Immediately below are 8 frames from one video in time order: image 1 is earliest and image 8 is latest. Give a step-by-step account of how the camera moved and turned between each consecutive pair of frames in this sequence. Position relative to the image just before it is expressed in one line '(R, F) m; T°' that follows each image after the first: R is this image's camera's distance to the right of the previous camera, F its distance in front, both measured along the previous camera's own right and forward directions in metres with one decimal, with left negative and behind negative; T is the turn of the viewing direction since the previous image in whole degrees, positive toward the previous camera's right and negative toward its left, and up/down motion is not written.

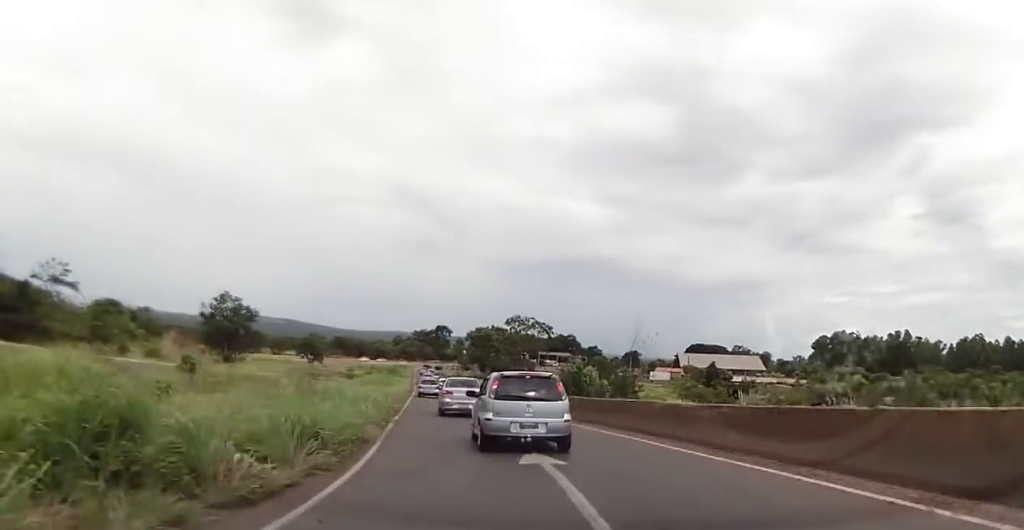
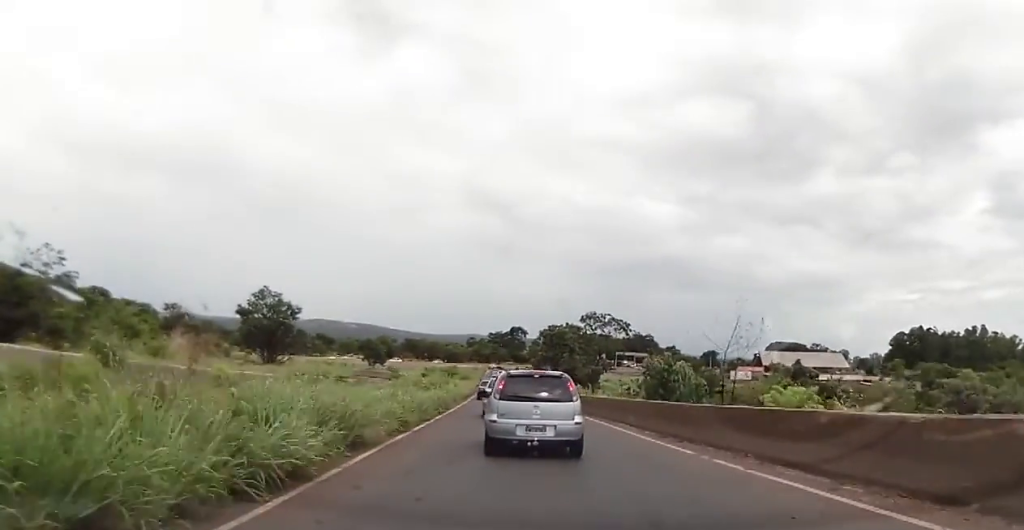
(-0.6, +7.7) m; -8°
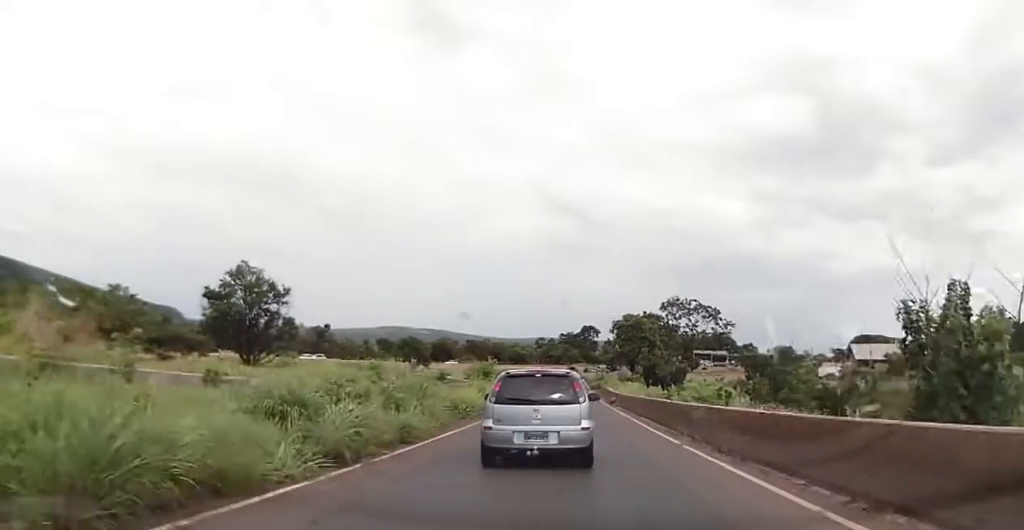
(-2.6, +17.6) m; -12°
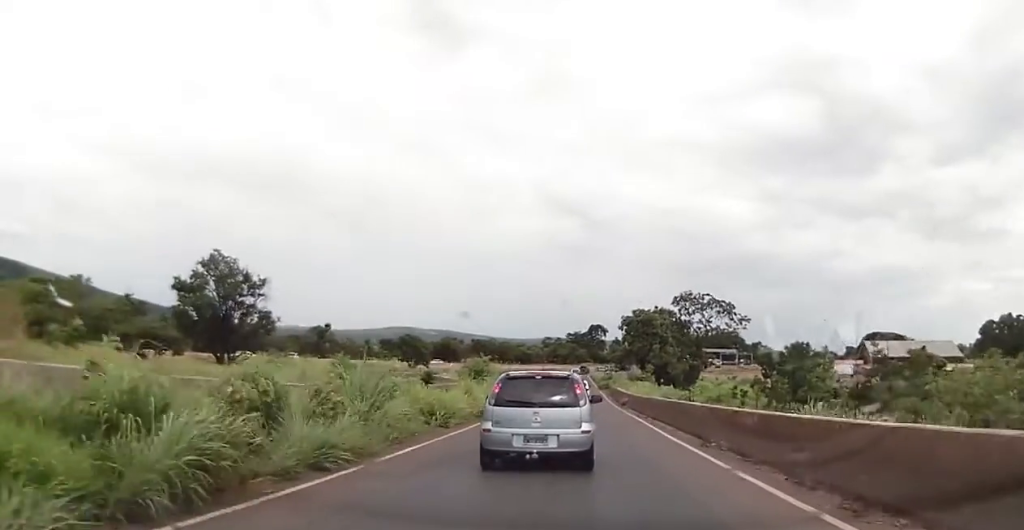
(0.0, +5.0) m; -1°
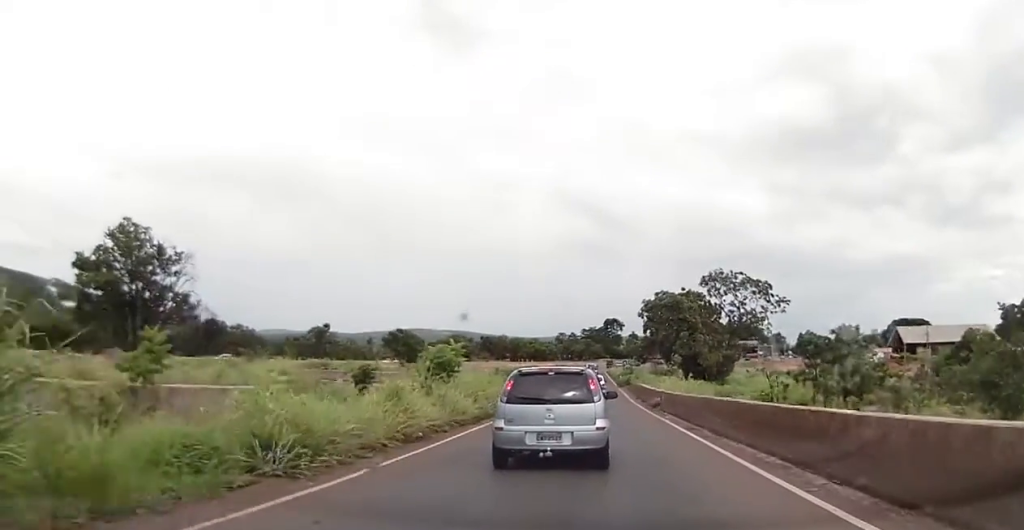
(-0.3, +11.5) m; -3°
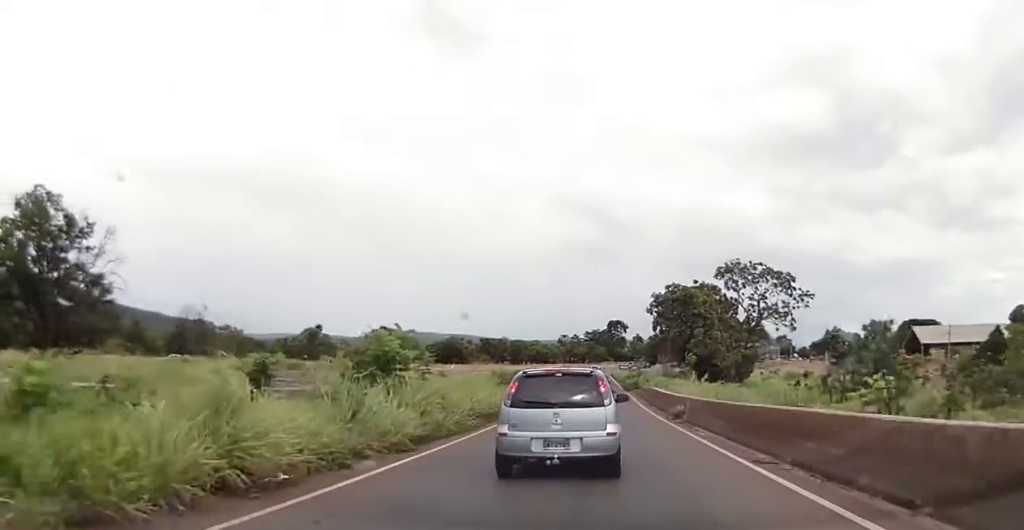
(-0.1, +7.4) m; -2°
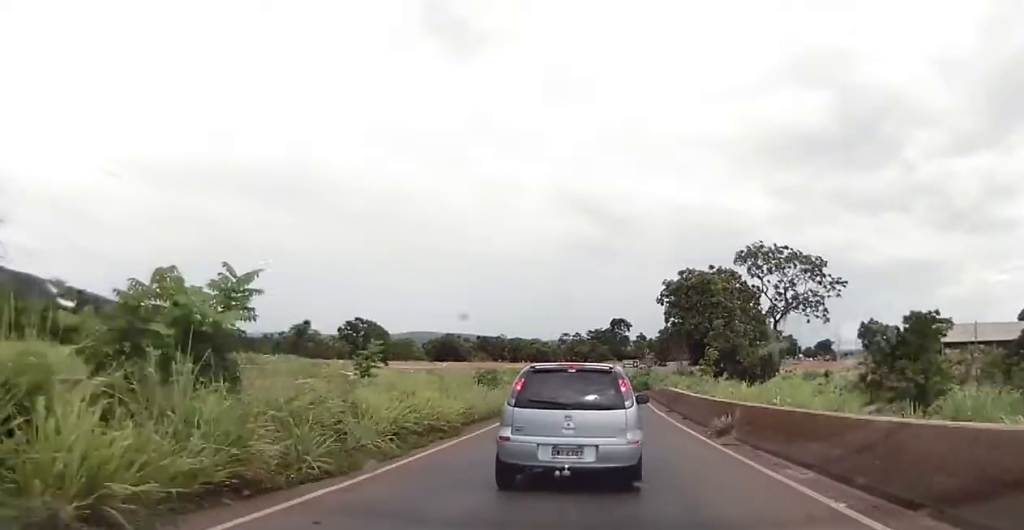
(0.0, +8.7) m; -1°
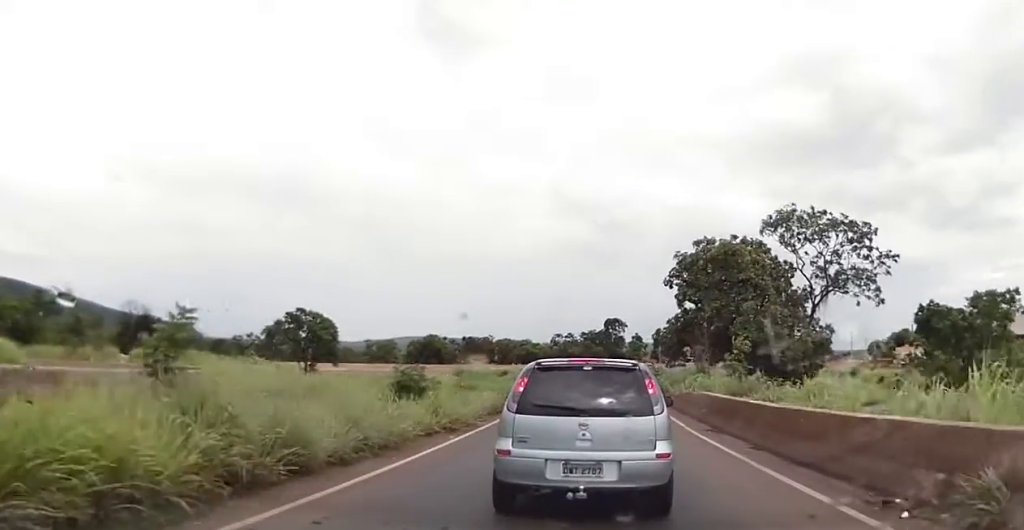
(+0.2, +13.5) m; +2°
